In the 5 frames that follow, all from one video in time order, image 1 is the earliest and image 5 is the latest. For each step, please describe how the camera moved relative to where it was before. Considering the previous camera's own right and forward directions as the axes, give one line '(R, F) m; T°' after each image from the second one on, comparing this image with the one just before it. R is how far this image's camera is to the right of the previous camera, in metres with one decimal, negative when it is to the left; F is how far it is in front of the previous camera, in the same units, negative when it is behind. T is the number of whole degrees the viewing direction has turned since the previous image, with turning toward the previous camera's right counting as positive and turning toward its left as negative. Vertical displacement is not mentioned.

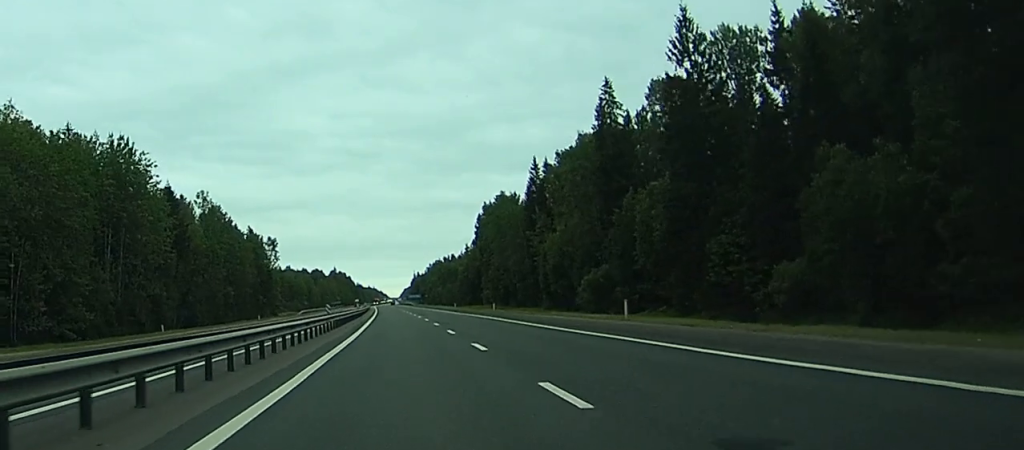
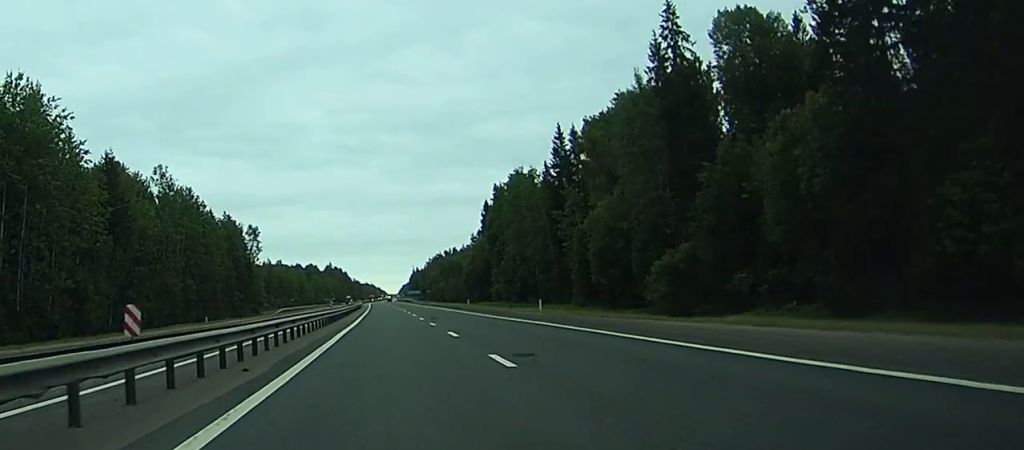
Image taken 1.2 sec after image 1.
(0.0, +30.3) m; 0°
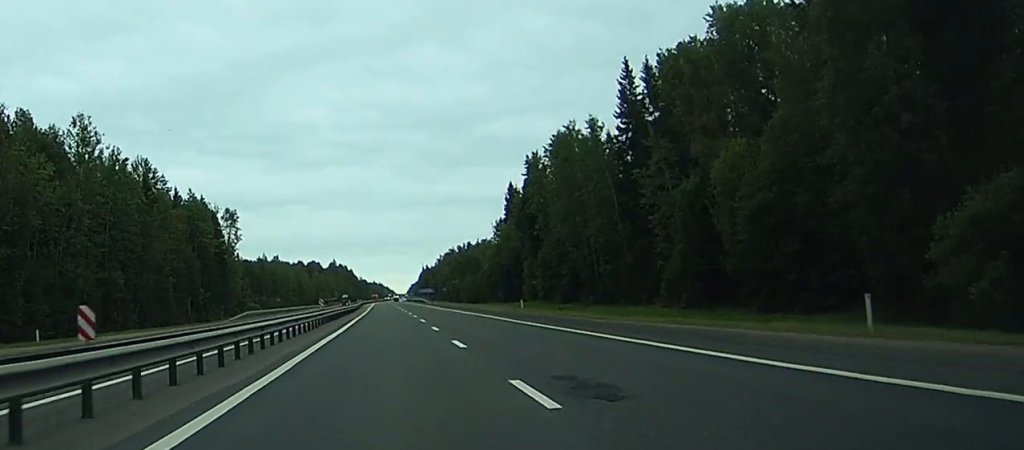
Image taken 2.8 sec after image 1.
(-0.1, +41.3) m; -1°
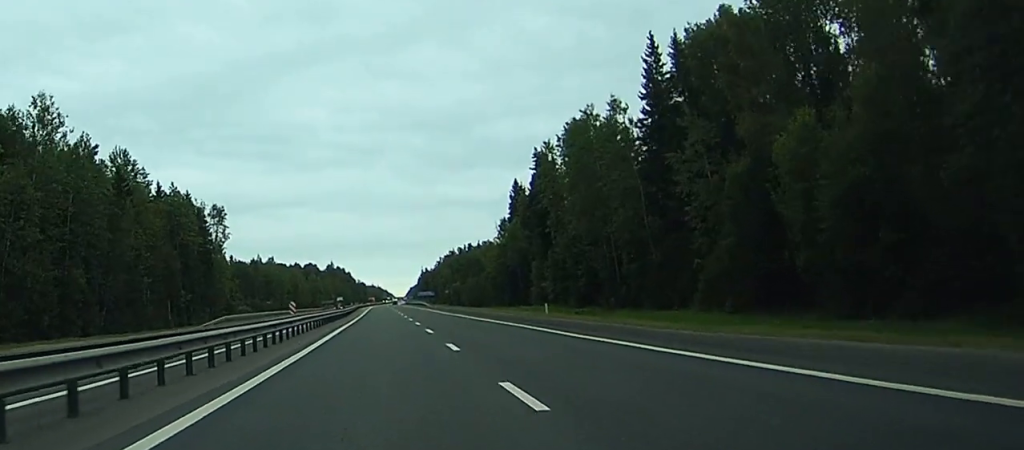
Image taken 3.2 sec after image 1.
(+0.3, +12.0) m; -1°
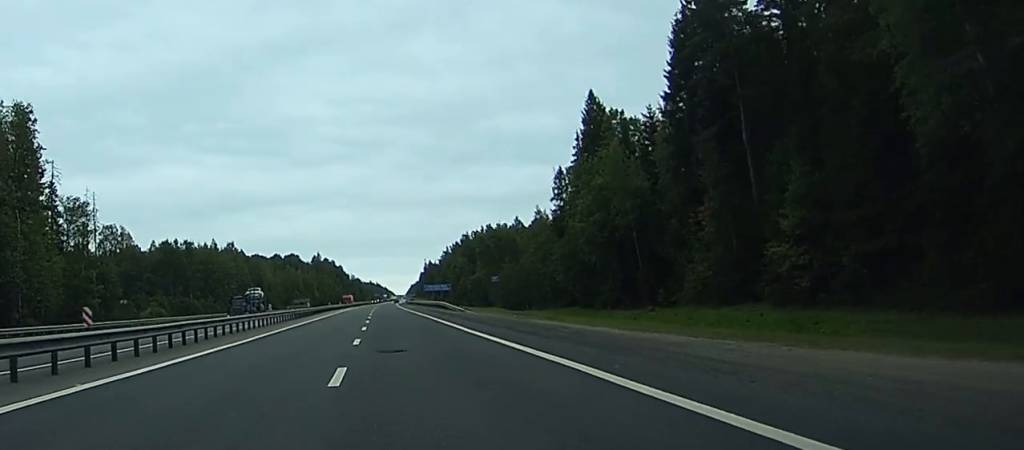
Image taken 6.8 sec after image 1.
(-0.7, +91.4) m; 0°
